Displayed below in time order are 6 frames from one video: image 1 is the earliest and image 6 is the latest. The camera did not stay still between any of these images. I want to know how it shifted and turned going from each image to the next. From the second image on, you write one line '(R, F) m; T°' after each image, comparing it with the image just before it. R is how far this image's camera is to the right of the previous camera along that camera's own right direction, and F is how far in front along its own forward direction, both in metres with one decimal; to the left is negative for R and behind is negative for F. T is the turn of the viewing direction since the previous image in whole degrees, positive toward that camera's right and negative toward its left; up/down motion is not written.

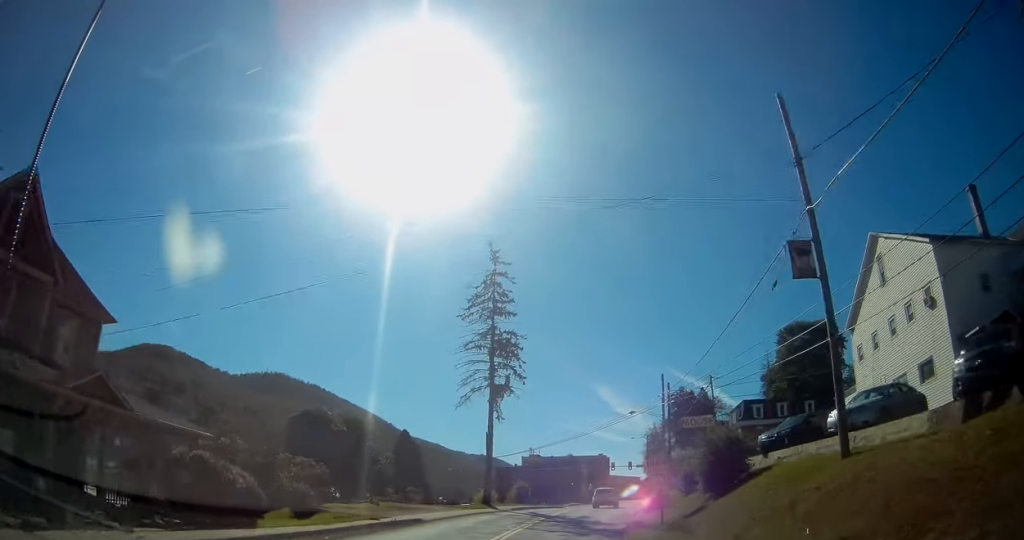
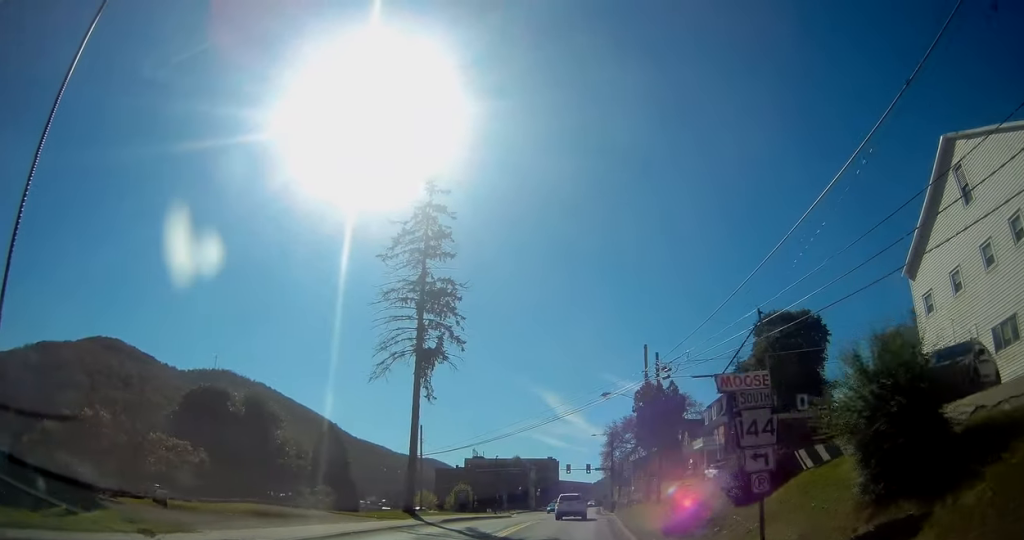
(+0.9, +13.0) m; +6°
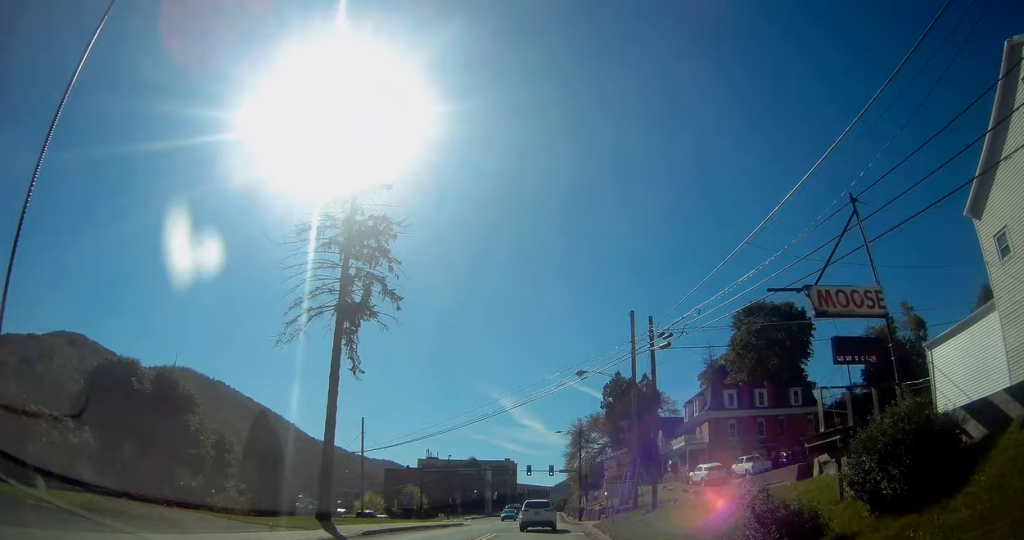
(+0.3, +9.8) m; +4°
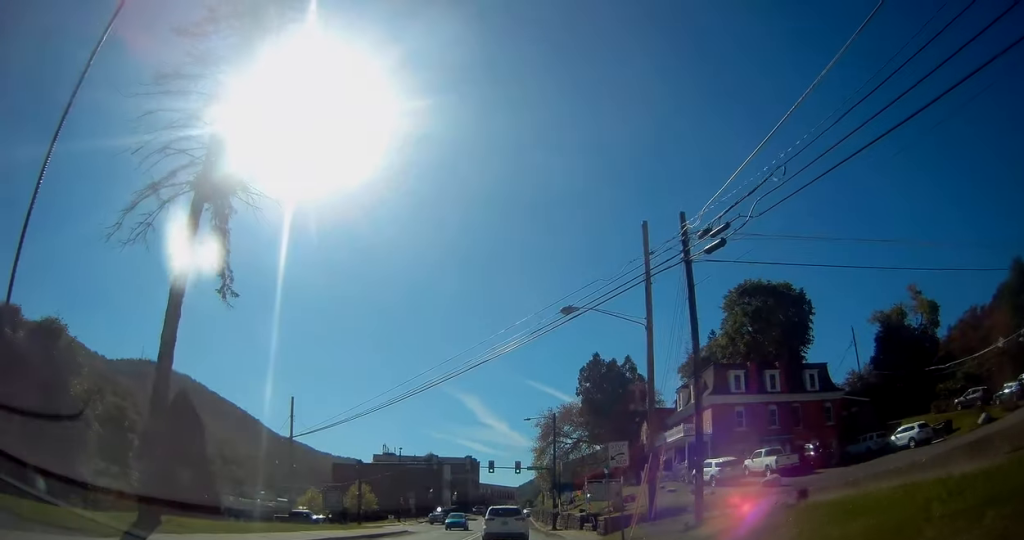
(+0.8, +11.9) m; +8°
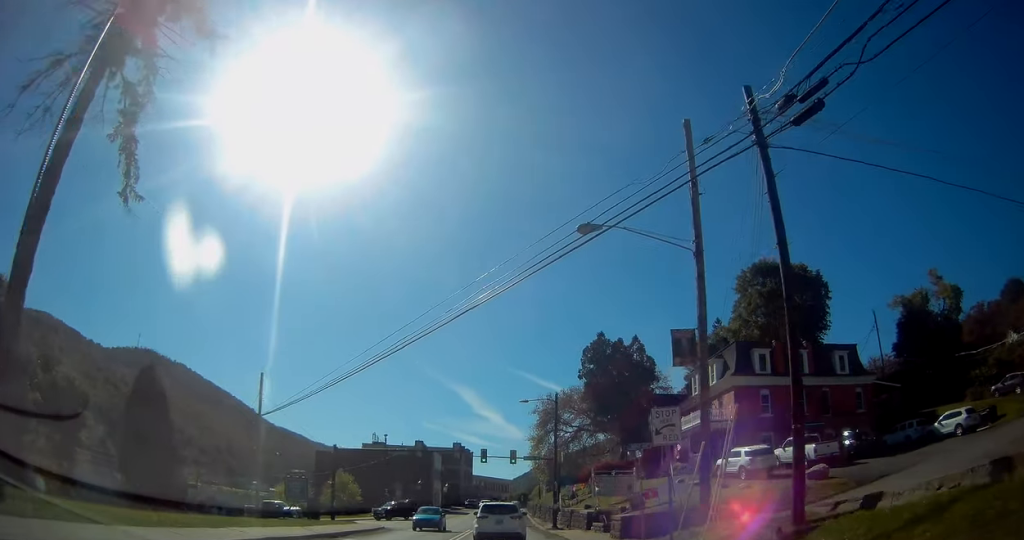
(+0.1, +6.0) m; -2°
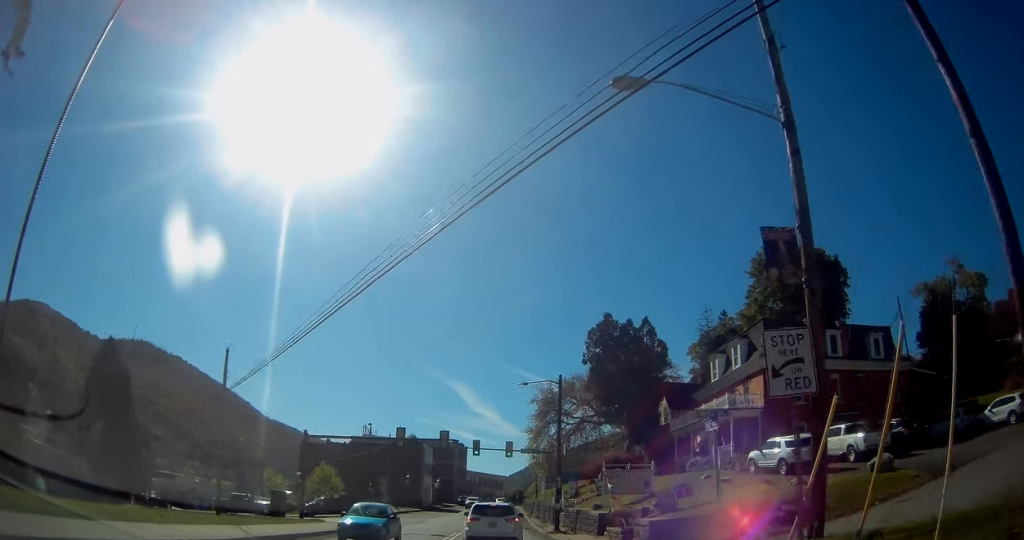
(-0.3, +5.5) m; -1°
